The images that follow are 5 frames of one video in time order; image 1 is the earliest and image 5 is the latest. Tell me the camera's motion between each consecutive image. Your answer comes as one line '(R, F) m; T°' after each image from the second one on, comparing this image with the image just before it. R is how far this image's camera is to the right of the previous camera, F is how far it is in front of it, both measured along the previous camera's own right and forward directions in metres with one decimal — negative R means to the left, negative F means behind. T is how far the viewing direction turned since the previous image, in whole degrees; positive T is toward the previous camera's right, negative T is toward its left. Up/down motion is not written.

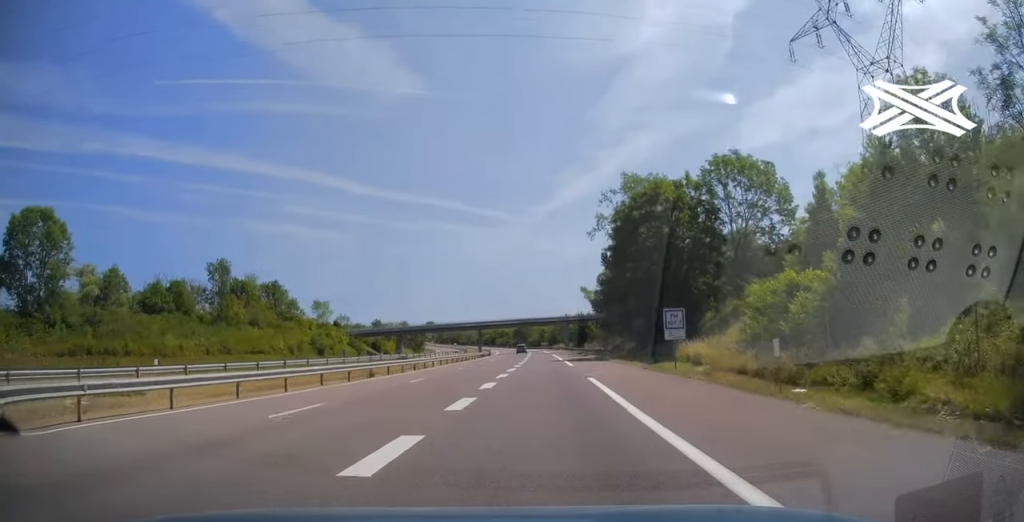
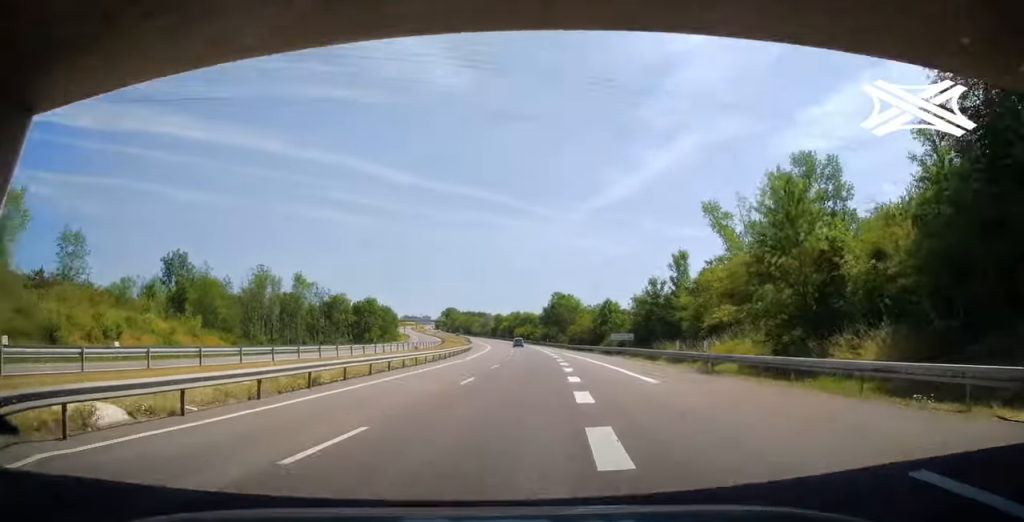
(-4.4, +123.4) m; -4°
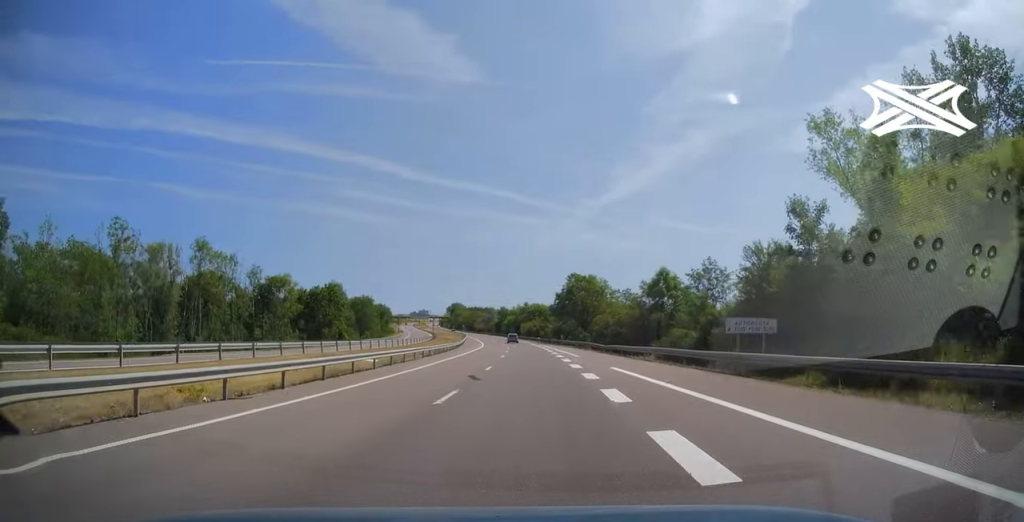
(-0.2, +33.4) m; -1°
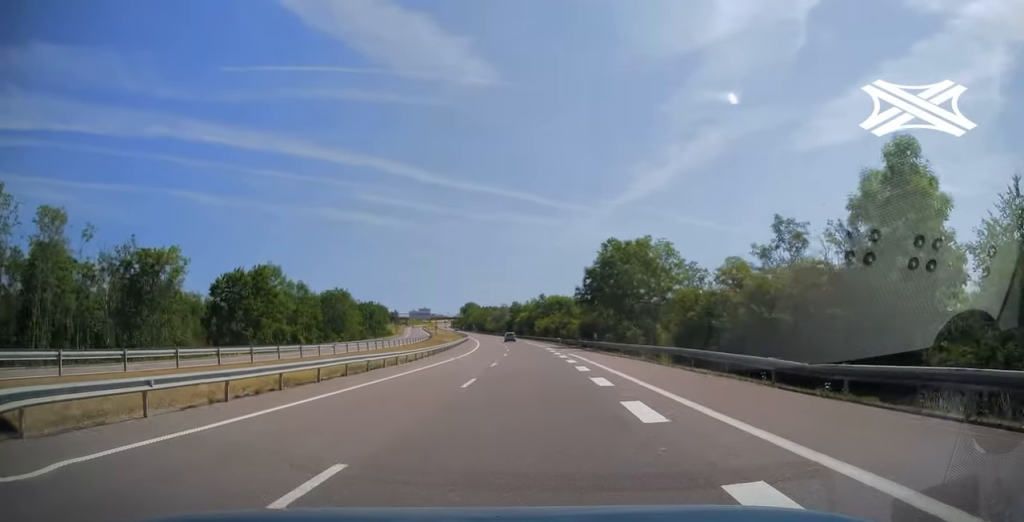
(-0.5, +35.6) m; -1°
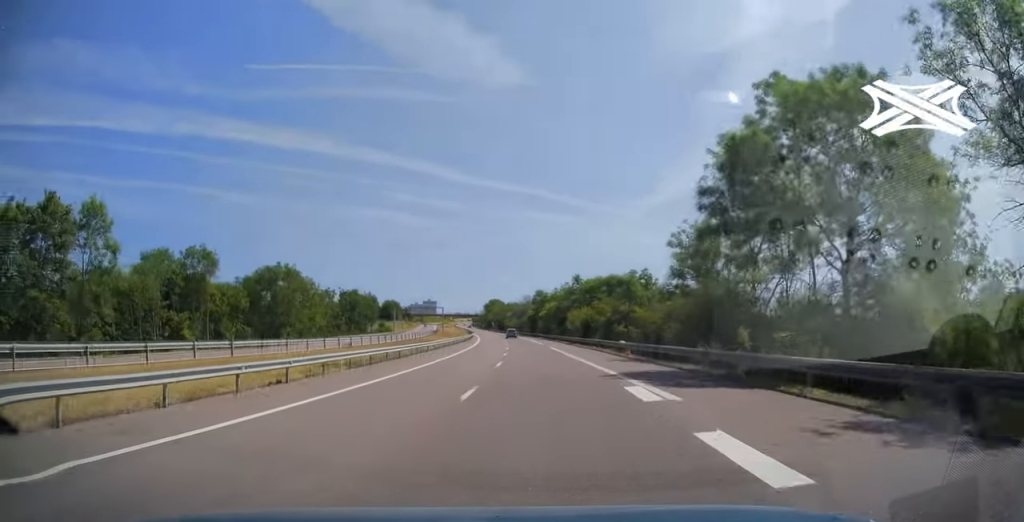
(-0.5, +43.0) m; -3°
